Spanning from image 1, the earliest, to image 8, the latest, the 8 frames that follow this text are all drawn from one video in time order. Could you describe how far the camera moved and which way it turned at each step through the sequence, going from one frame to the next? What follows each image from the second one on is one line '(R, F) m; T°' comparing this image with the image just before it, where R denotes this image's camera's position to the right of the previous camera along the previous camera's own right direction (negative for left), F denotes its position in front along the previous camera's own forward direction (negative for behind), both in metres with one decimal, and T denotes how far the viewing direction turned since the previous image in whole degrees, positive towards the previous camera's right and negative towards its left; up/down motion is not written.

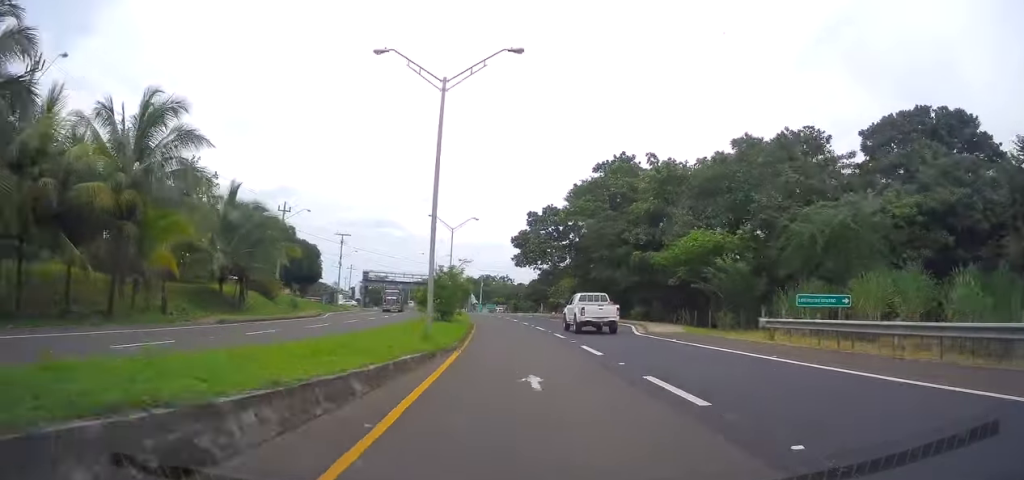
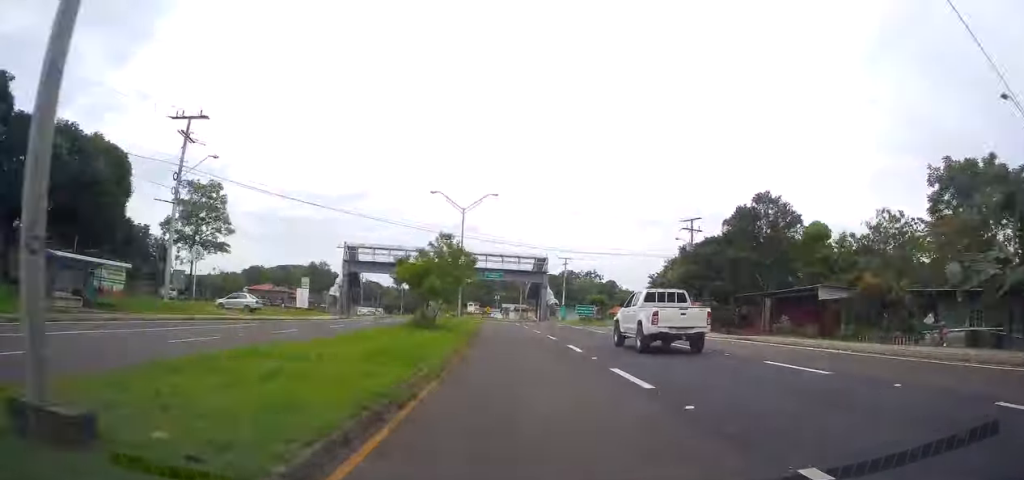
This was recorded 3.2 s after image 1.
(-4.5, +71.6) m; -8°
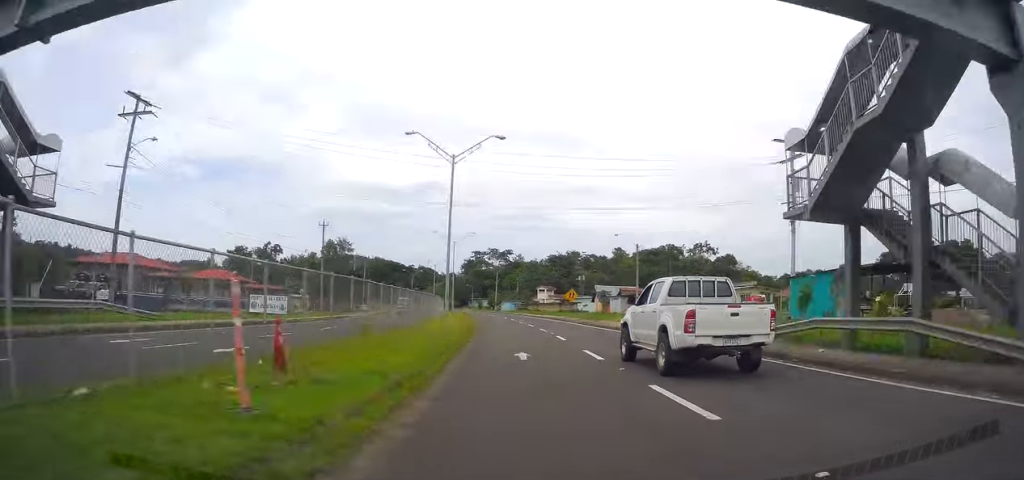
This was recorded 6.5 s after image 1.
(-5.4, +74.4) m; -7°
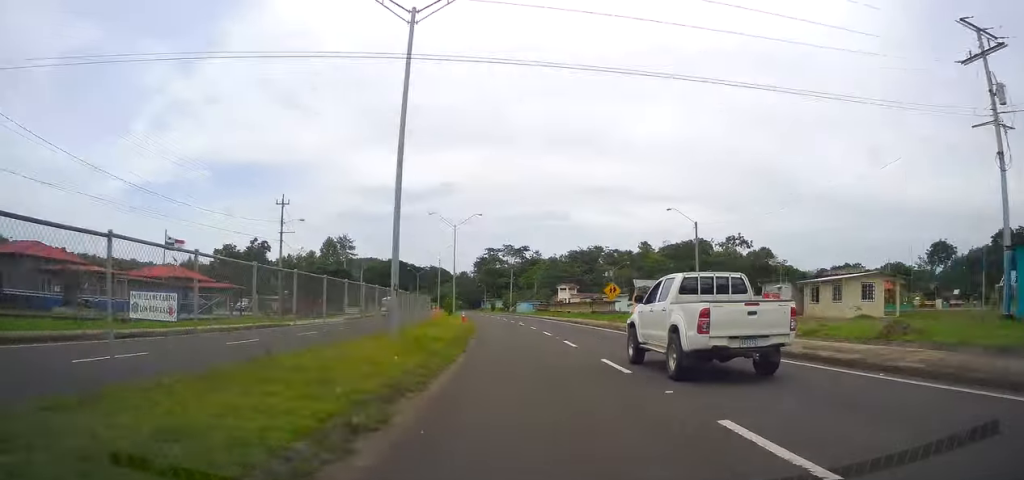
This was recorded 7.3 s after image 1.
(-0.2, +18.9) m; -2°
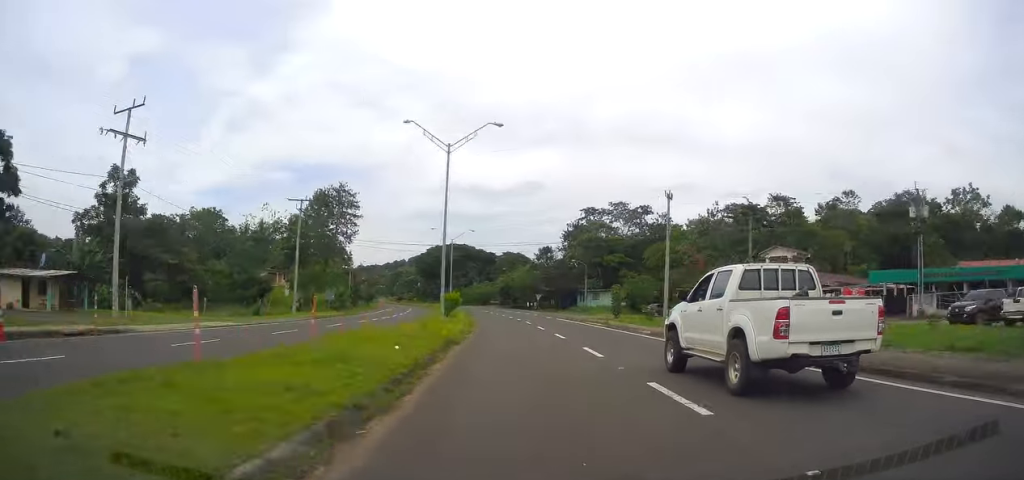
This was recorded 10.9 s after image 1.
(-5.3, +82.5) m; -9°
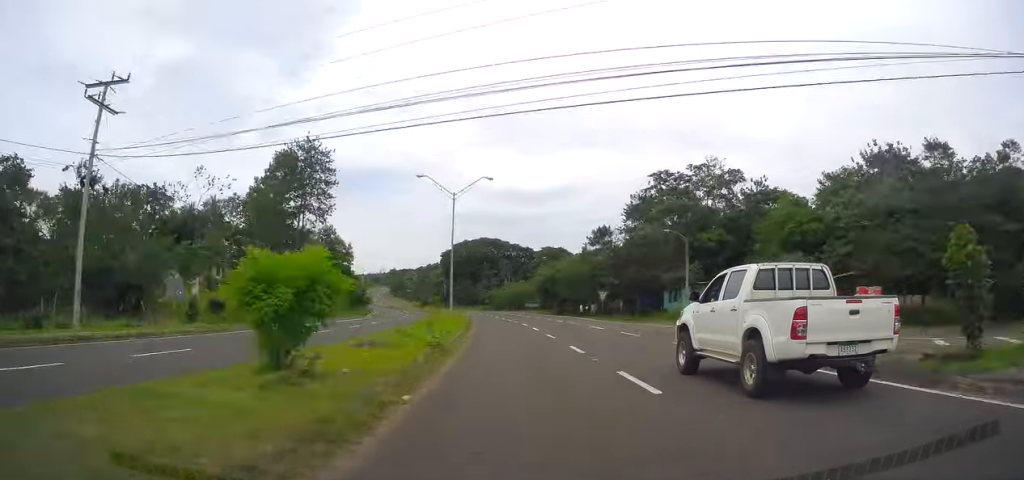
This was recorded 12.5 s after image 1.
(-1.5, +37.8) m; -4°
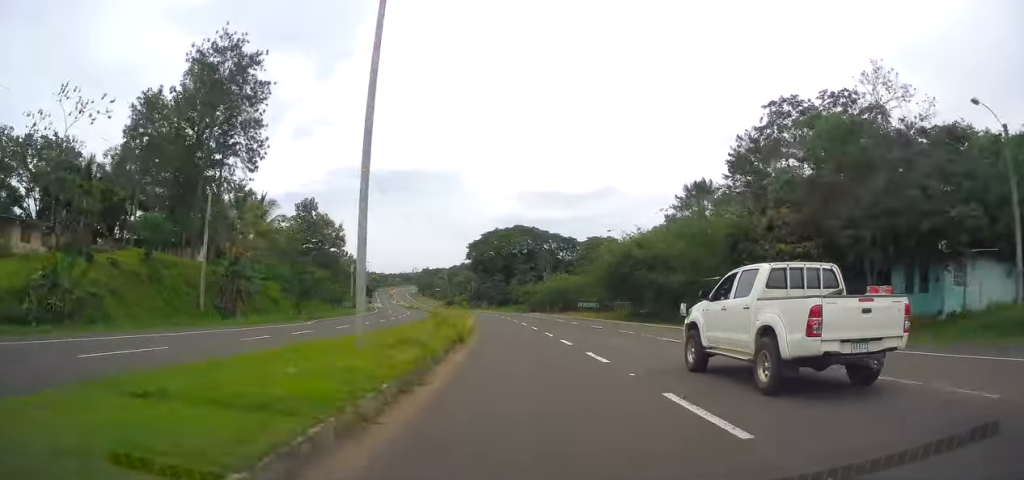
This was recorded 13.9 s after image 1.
(-1.4, +34.4) m; -3°
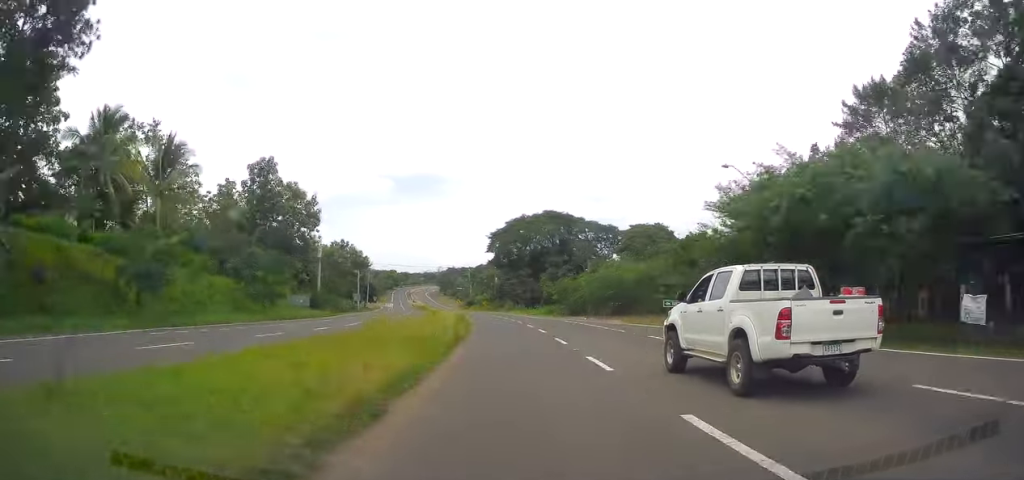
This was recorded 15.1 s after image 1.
(-0.6, +28.6) m; -3°
